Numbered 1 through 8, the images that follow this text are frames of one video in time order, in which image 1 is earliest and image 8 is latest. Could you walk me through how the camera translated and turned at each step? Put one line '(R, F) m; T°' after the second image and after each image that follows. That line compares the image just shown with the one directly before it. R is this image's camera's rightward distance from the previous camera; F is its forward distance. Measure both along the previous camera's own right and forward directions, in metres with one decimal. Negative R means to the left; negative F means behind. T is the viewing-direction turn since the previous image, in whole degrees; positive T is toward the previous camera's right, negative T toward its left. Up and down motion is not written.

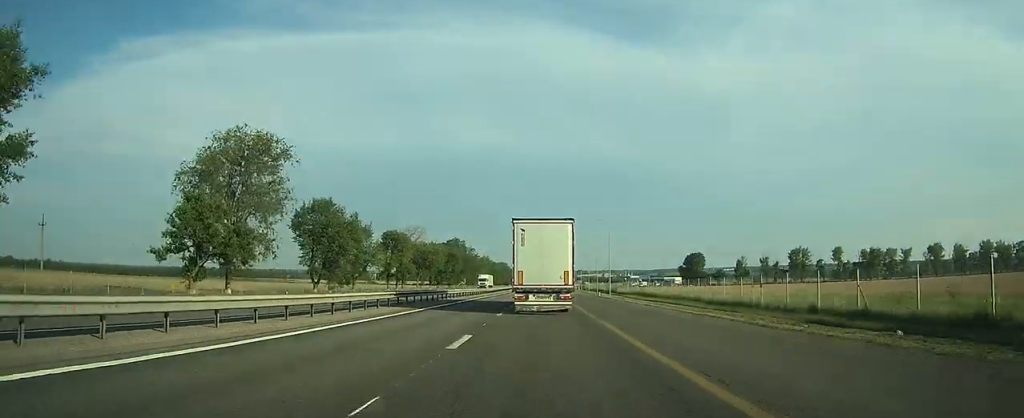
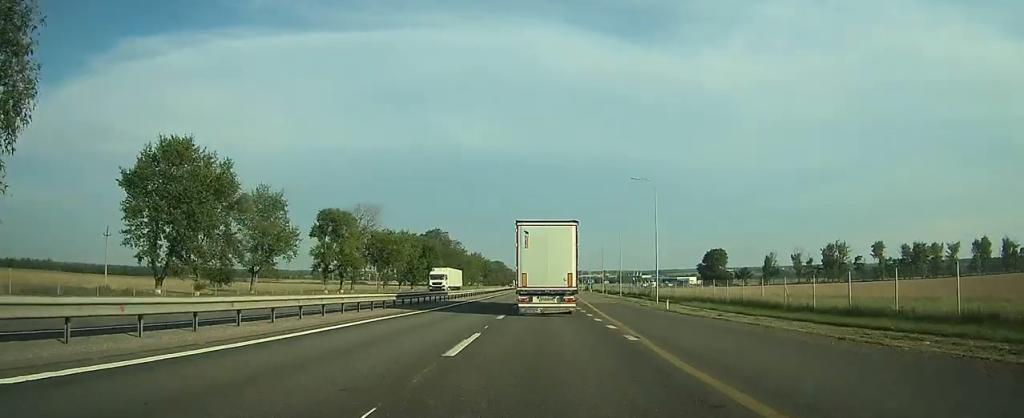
(+0.1, +37.1) m; 0°
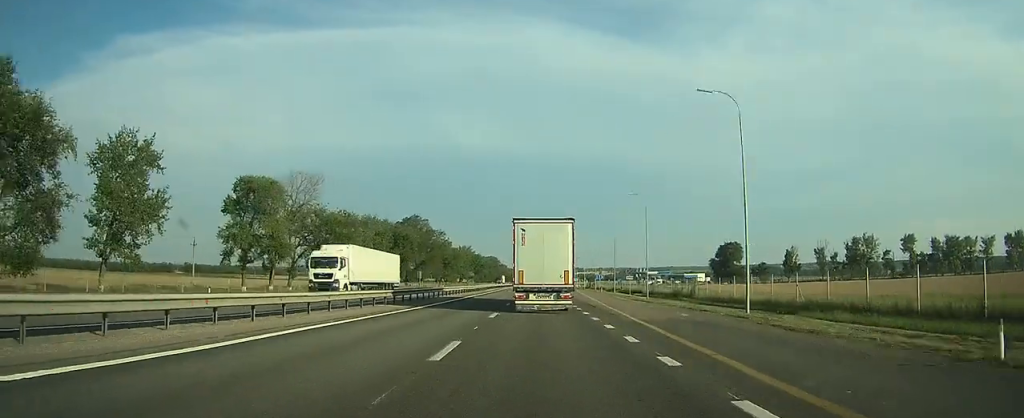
(0.0, +24.9) m; 0°
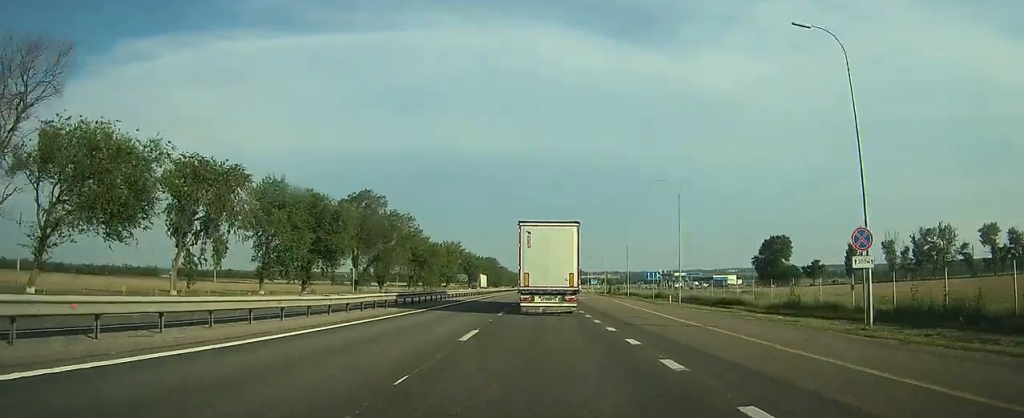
(0.0, +43.1) m; 0°
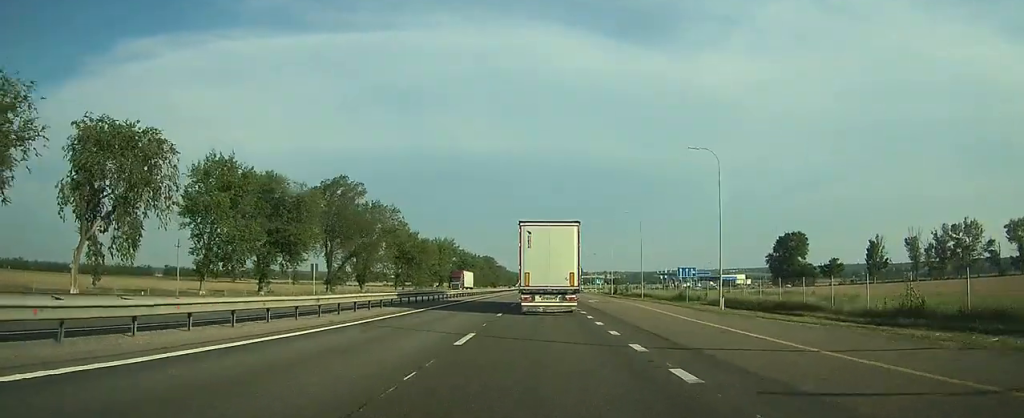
(0.0, +12.0) m; 0°
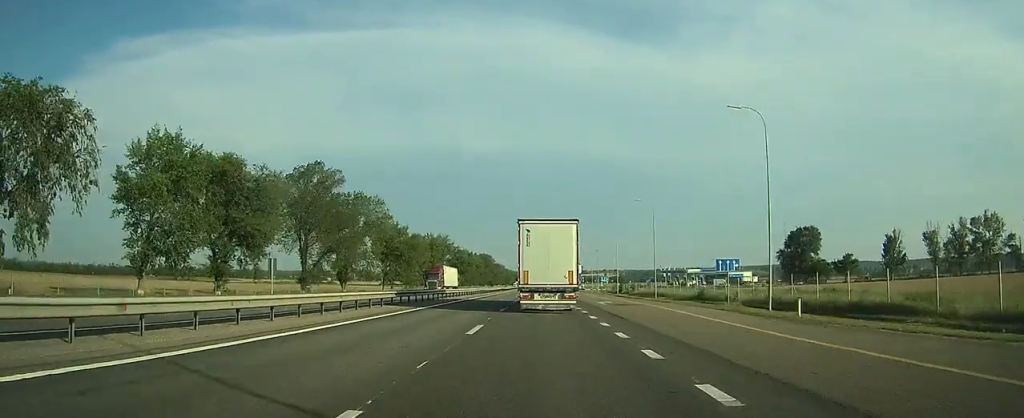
(0.0, +8.9) m; 0°
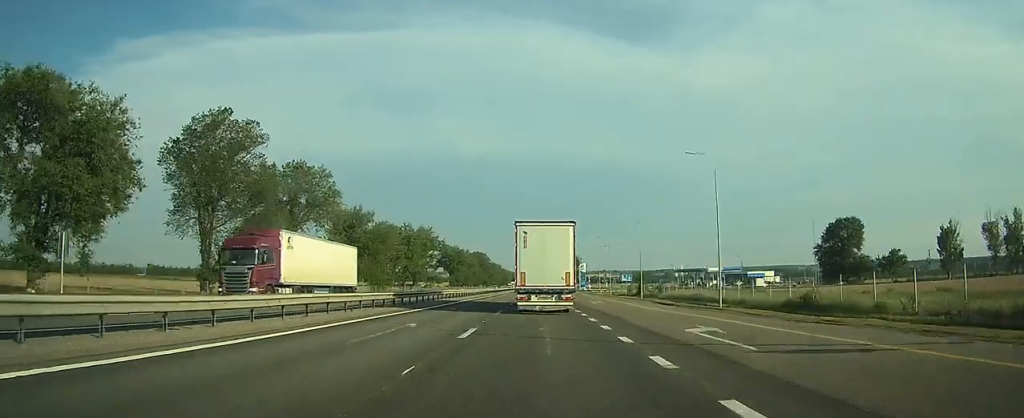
(+0.1, +21.9) m; 0°
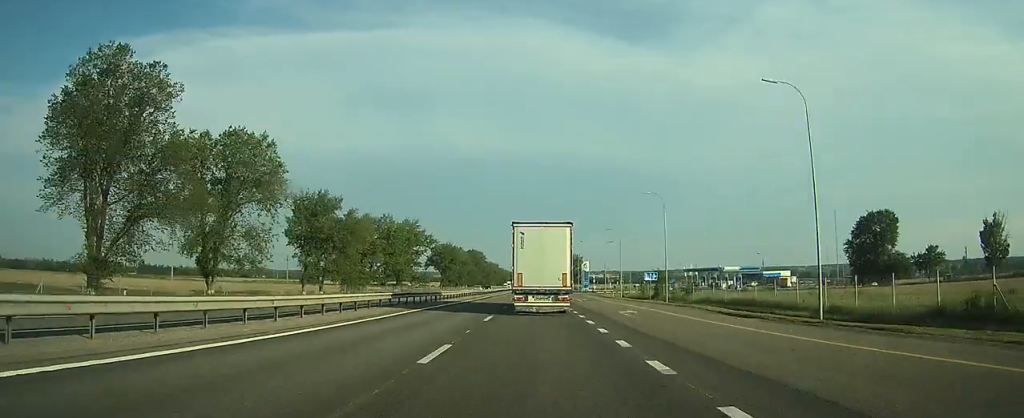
(0.0, +13.7) m; 0°
